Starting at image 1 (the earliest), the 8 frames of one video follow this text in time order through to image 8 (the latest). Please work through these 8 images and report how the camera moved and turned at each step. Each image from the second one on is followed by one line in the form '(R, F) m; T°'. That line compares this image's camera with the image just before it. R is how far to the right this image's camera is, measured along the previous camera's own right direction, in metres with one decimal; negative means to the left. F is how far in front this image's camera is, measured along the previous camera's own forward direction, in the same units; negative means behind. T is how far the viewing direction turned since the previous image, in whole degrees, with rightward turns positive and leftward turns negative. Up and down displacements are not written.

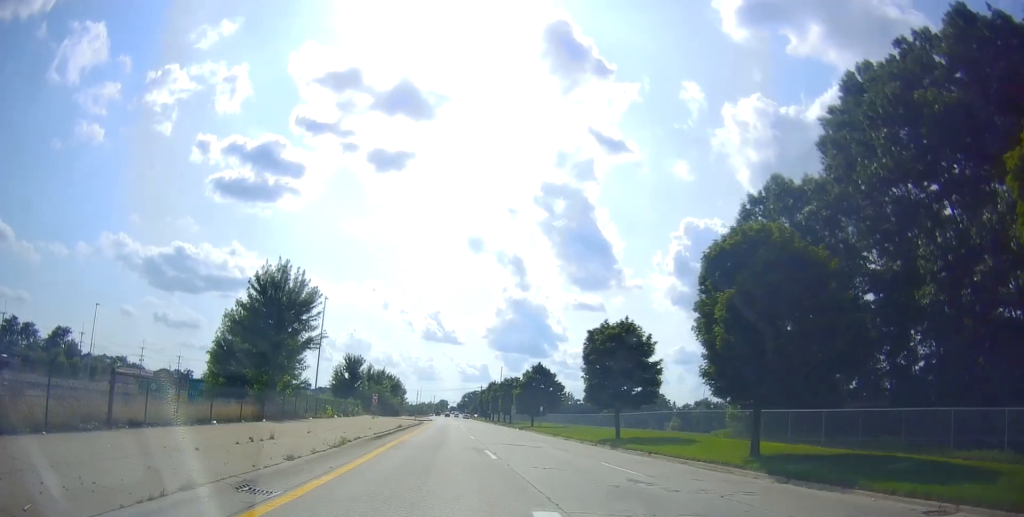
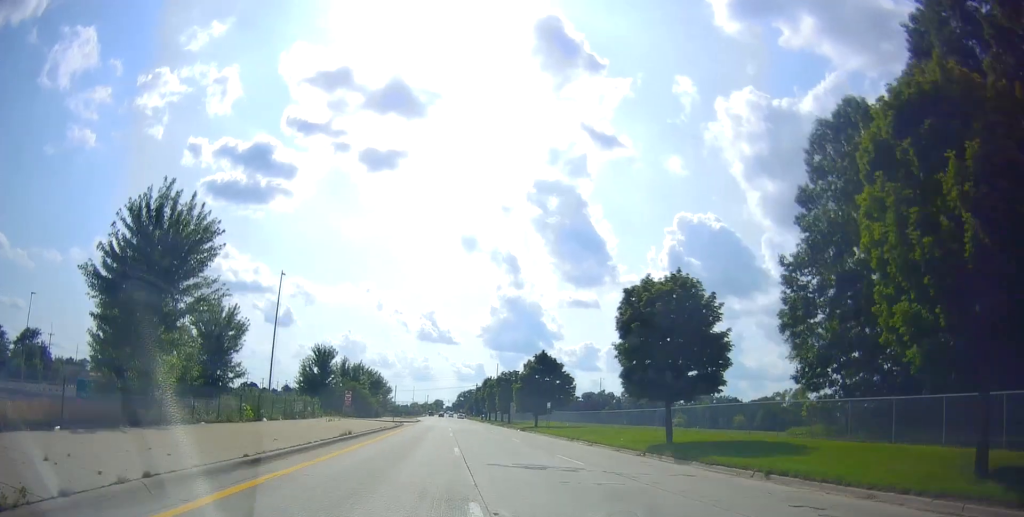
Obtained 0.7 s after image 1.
(-0.1, +12.8) m; 0°
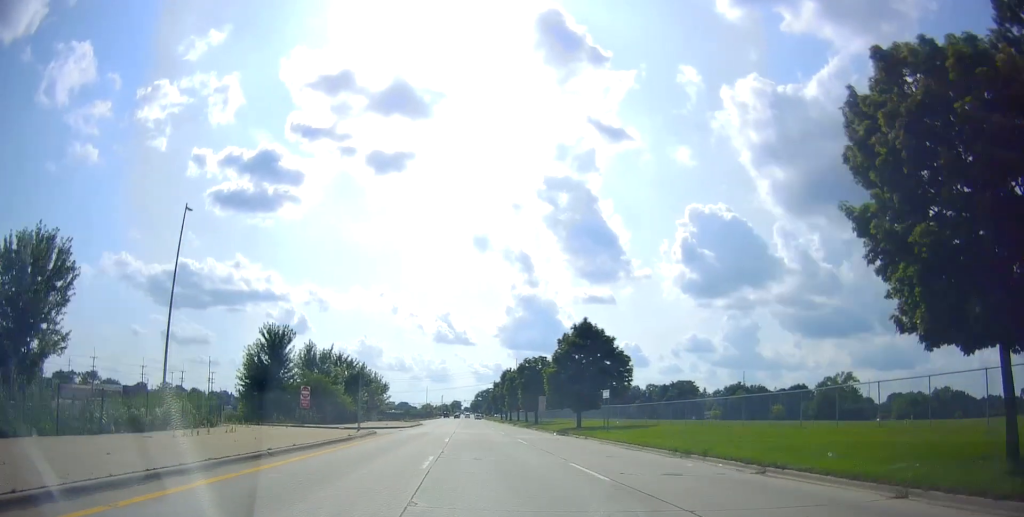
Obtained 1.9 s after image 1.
(+0.1, +20.6) m; -1°
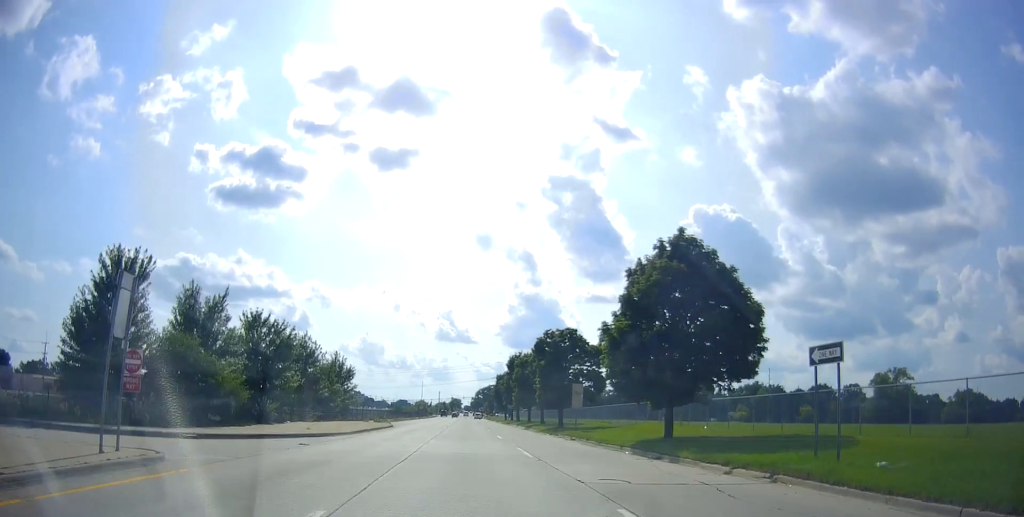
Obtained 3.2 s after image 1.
(-0.4, +23.8) m; -1°
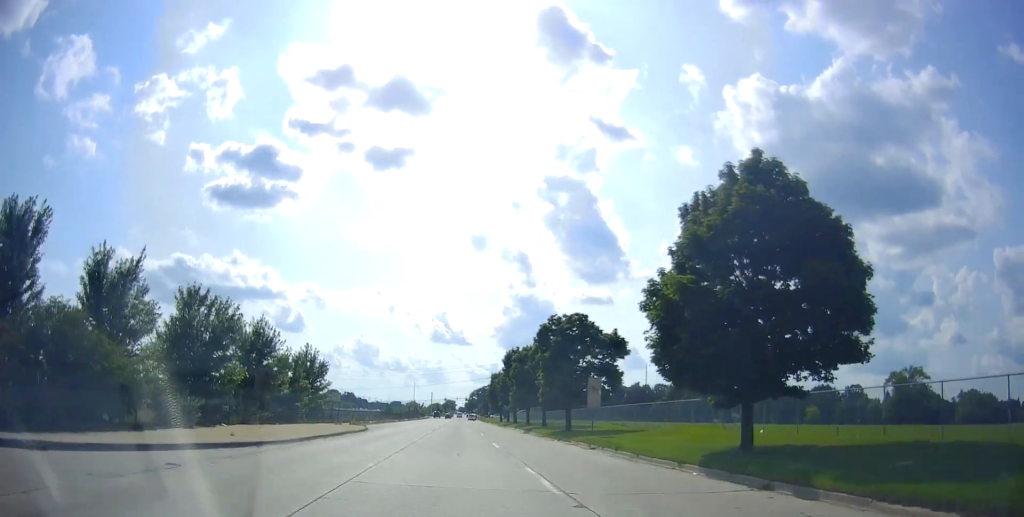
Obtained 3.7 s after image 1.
(0.0, +8.3) m; 0°
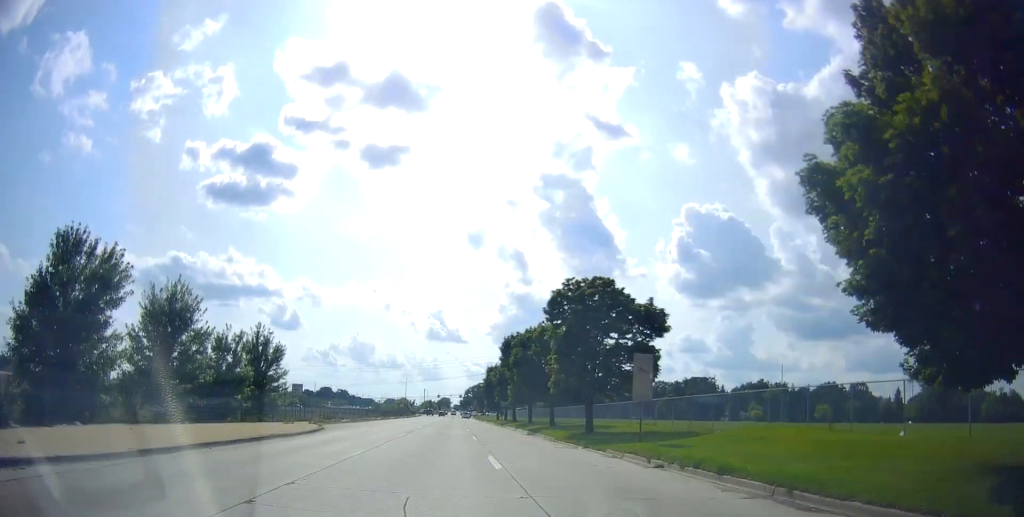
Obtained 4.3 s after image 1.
(-0.1, +10.7) m; +1°
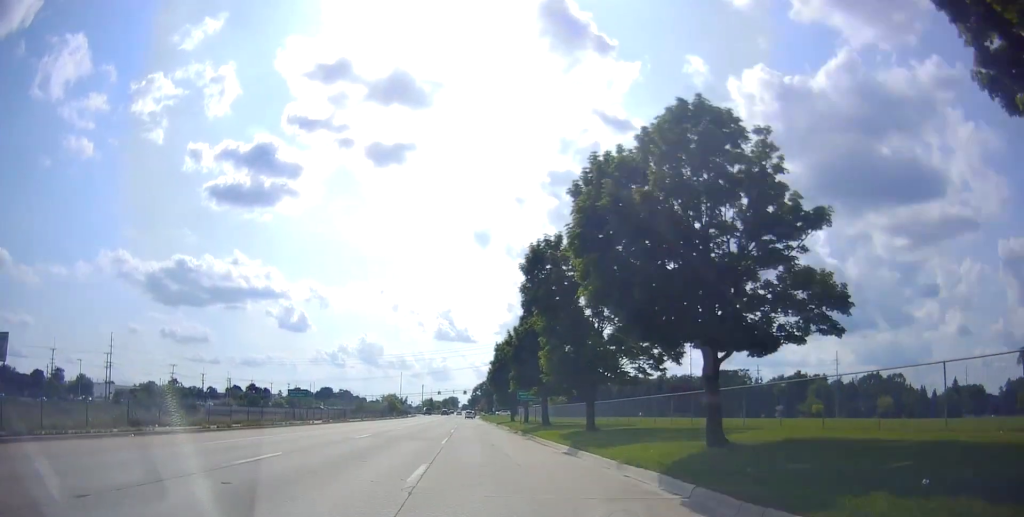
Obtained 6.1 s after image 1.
(+0.2, +33.1) m; -1°
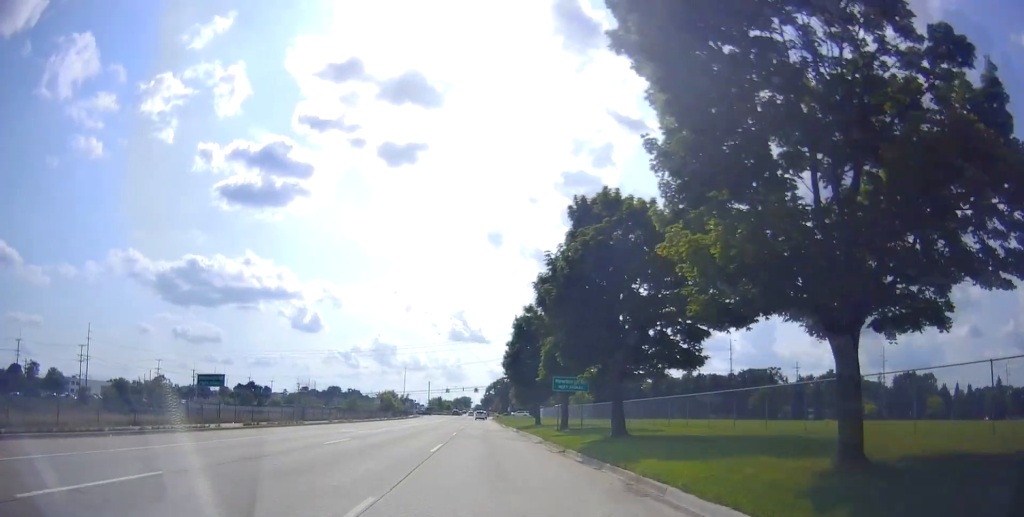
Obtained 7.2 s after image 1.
(-0.2, +20.1) m; -1°
